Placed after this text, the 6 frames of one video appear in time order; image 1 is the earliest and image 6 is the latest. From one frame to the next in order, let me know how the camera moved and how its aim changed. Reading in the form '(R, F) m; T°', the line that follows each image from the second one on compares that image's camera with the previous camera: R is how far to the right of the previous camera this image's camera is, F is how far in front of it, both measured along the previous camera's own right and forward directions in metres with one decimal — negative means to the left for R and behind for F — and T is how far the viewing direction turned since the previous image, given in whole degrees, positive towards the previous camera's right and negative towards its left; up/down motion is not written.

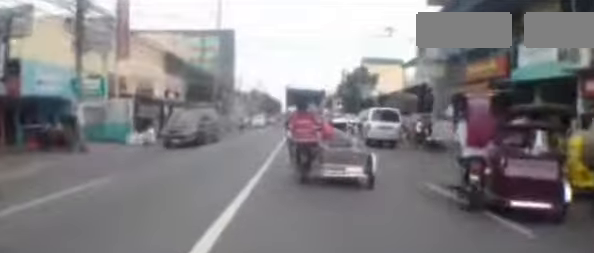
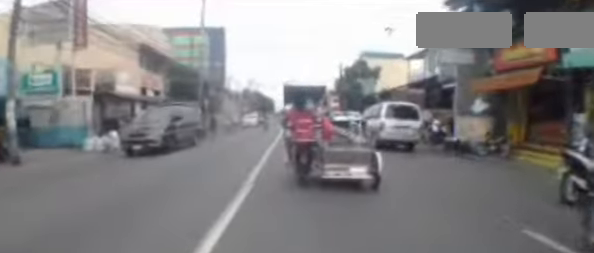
(+0.3, +3.2) m; +4°
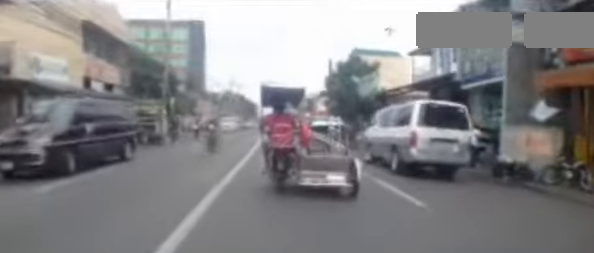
(+0.1, +4.8) m; +1°
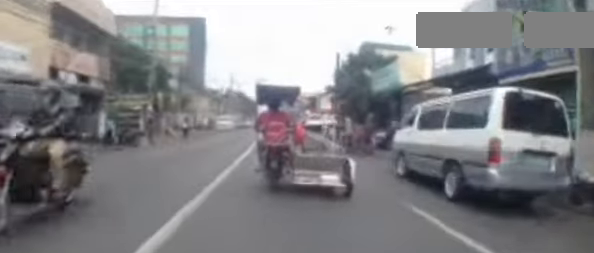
(0.0, +2.9) m; -2°
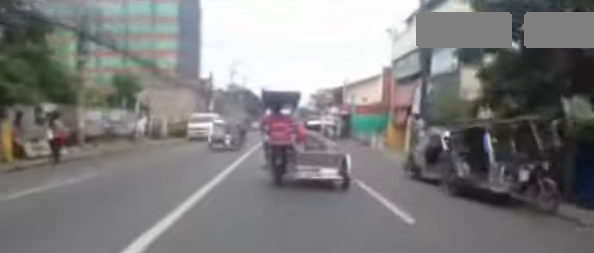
(-1.4, +16.0) m; -2°
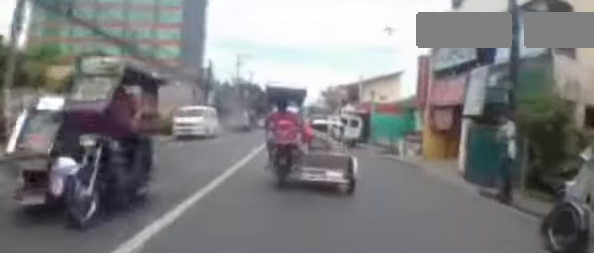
(+0.3, +5.0) m; 0°
